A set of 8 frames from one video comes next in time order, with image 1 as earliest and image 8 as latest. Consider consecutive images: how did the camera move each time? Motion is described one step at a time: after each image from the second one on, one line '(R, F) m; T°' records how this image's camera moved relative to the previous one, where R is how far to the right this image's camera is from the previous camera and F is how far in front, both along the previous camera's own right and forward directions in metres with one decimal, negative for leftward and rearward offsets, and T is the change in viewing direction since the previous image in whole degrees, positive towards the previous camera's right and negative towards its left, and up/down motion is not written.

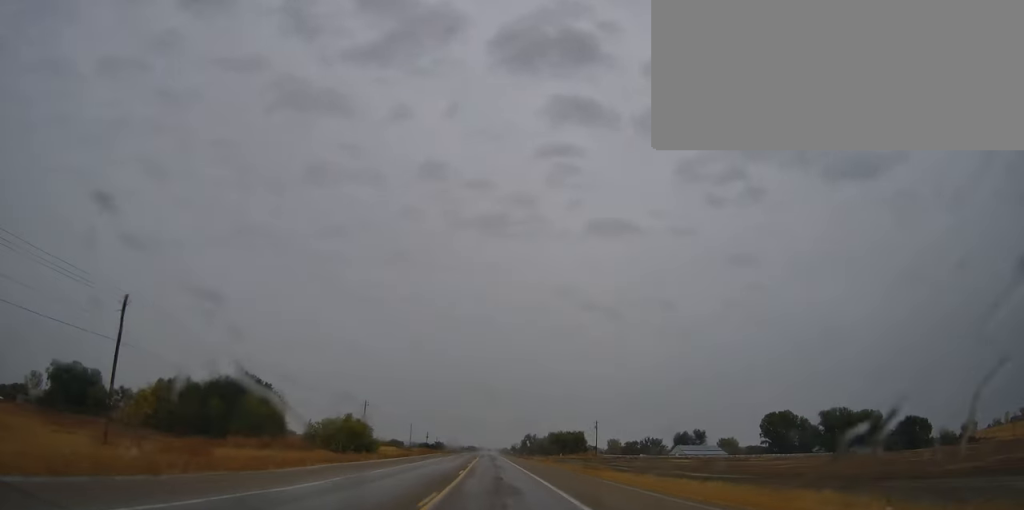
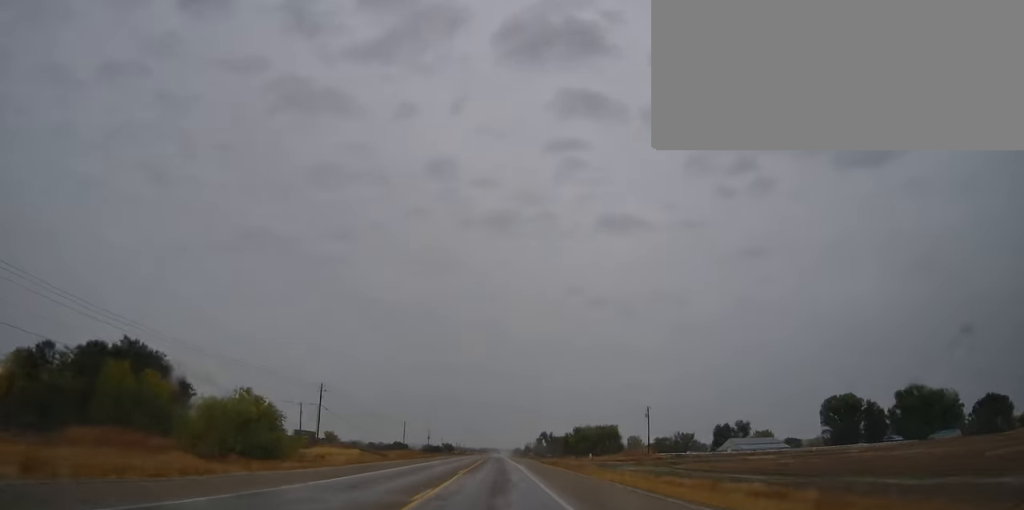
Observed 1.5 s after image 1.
(+0.2, +44.7) m; -2°
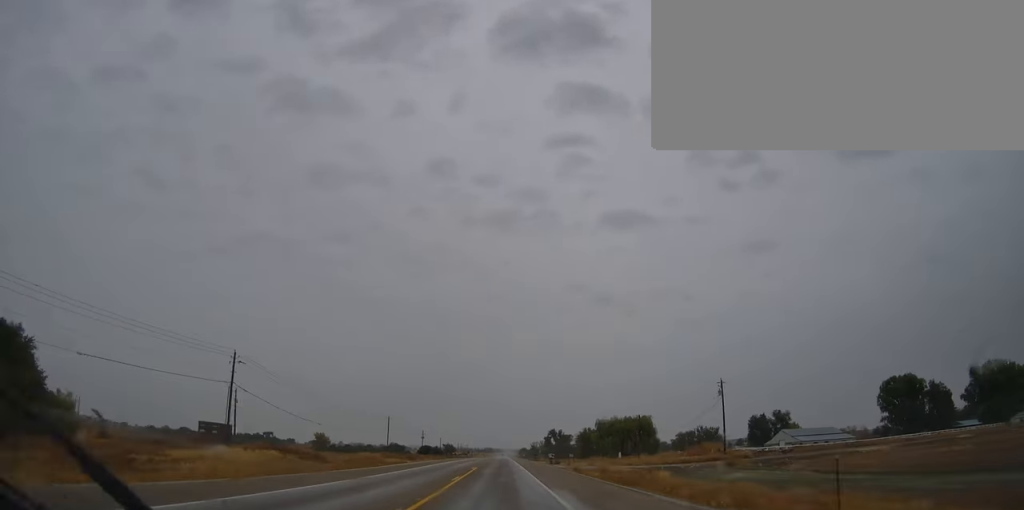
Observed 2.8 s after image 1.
(-1.3, +37.0) m; -1°
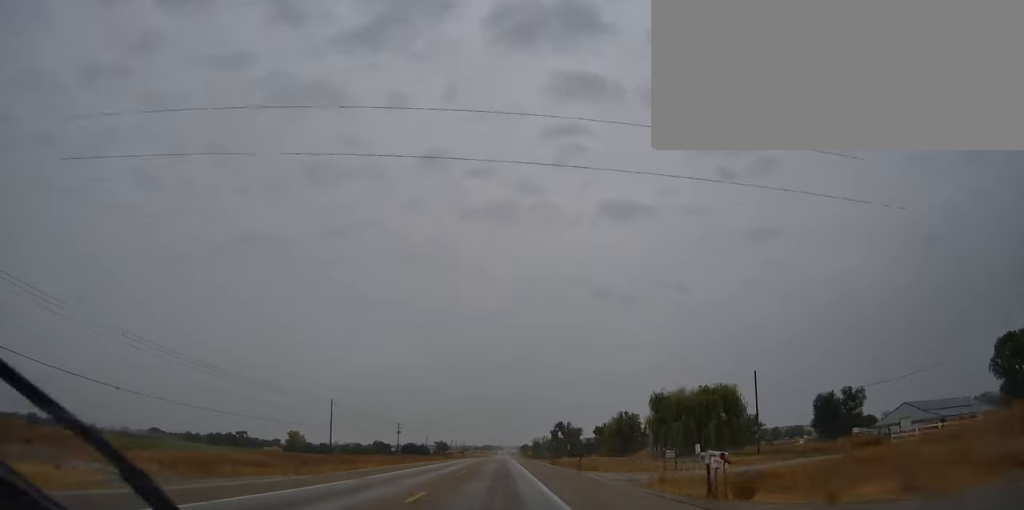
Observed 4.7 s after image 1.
(-0.2, +56.4) m; 0°
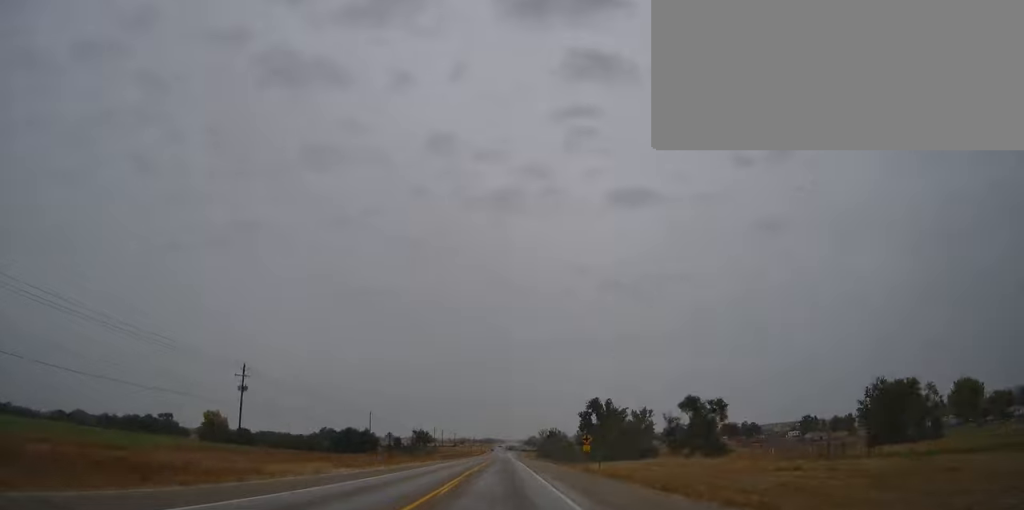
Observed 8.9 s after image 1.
(+0.1, +120.3) m; 0°
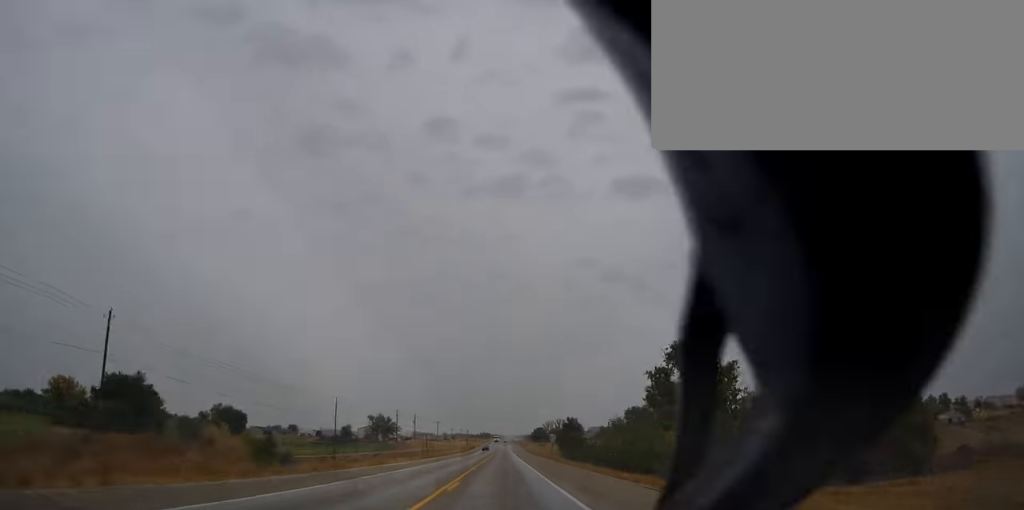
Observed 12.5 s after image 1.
(-0.1, +105.7) m; 0°
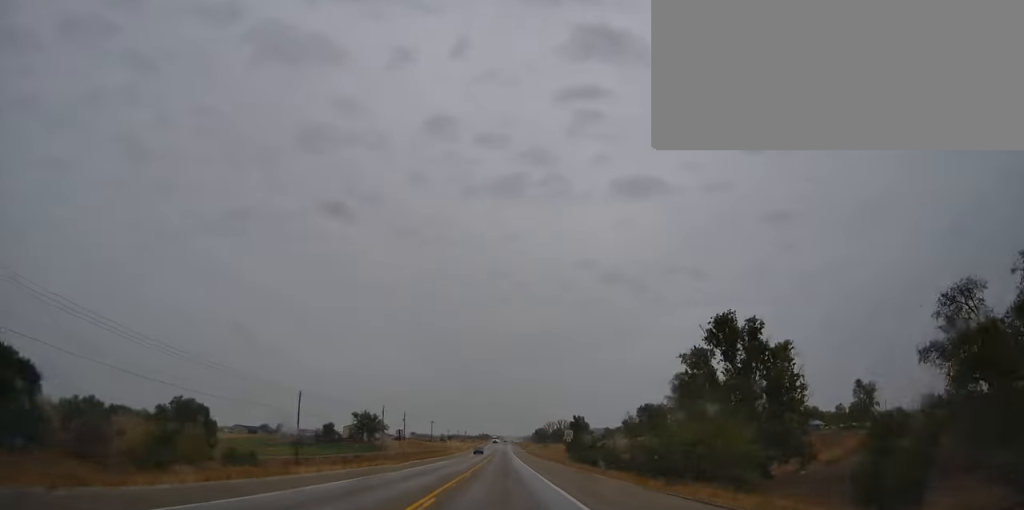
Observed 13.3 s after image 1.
(0.0, +22.9) m; 0°
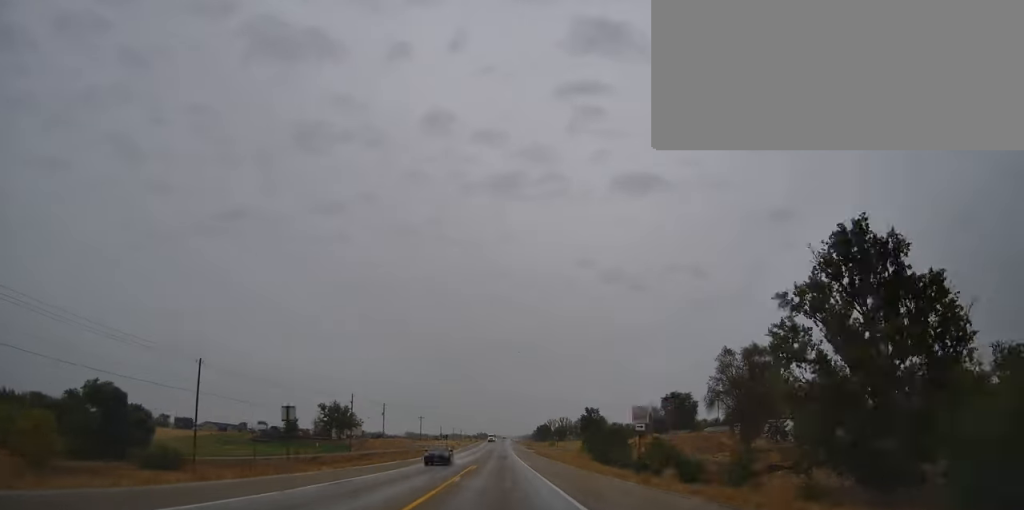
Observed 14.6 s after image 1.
(-0.1, +36.0) m; 0°
